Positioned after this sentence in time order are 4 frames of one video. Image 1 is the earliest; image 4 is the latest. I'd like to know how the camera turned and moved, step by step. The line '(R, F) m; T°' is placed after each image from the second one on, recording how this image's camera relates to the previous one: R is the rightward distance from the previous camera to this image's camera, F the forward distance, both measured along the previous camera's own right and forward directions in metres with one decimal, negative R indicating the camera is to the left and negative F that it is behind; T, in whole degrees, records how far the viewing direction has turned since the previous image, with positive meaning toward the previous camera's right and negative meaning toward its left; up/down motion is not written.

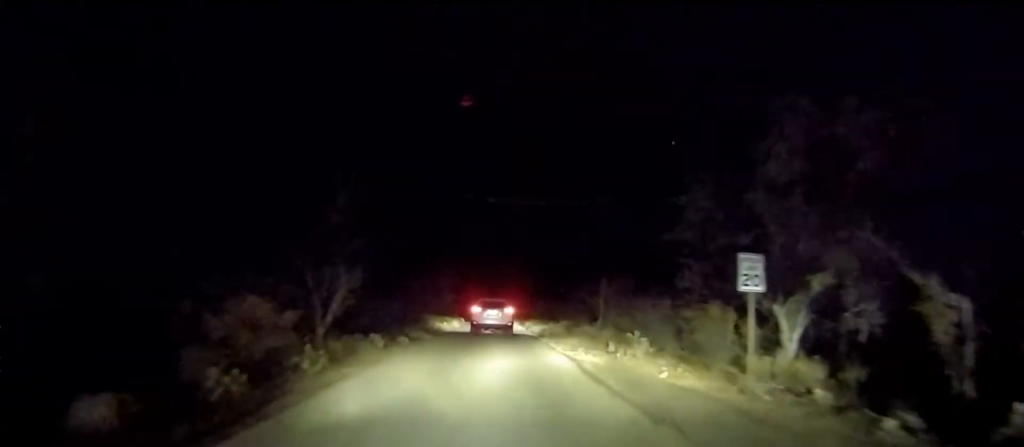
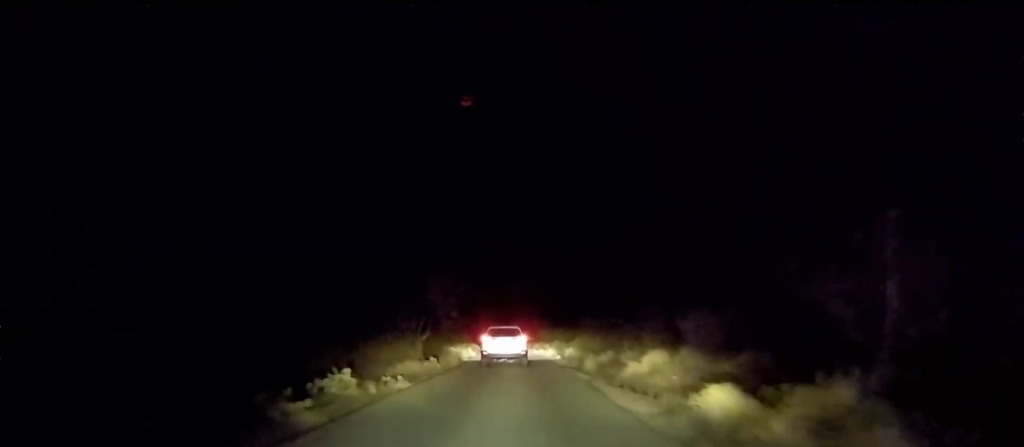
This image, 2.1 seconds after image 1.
(-0.2, +14.4) m; -1°
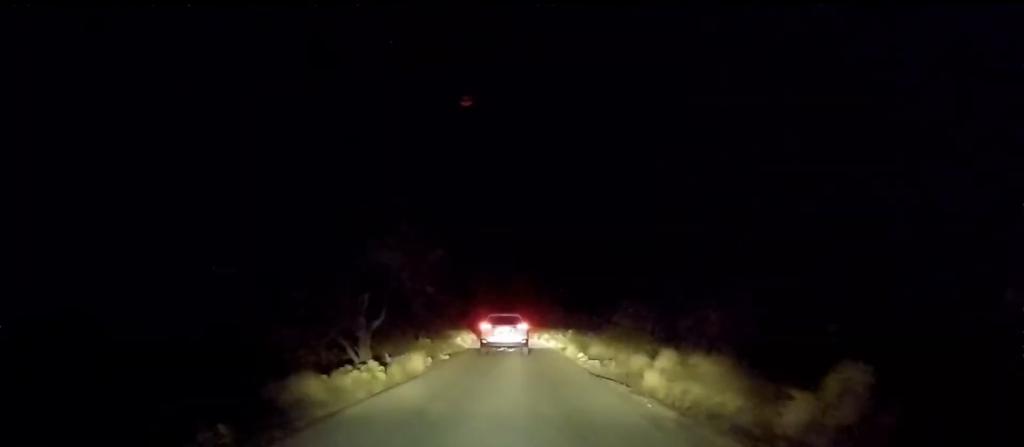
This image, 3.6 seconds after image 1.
(+0.4, +9.8) m; +1°
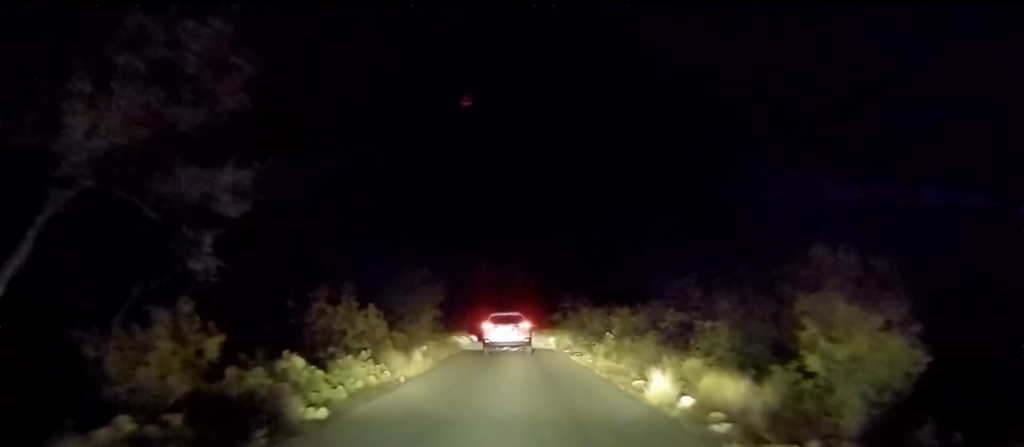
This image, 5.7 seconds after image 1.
(-1.6, +13.7) m; 0°
